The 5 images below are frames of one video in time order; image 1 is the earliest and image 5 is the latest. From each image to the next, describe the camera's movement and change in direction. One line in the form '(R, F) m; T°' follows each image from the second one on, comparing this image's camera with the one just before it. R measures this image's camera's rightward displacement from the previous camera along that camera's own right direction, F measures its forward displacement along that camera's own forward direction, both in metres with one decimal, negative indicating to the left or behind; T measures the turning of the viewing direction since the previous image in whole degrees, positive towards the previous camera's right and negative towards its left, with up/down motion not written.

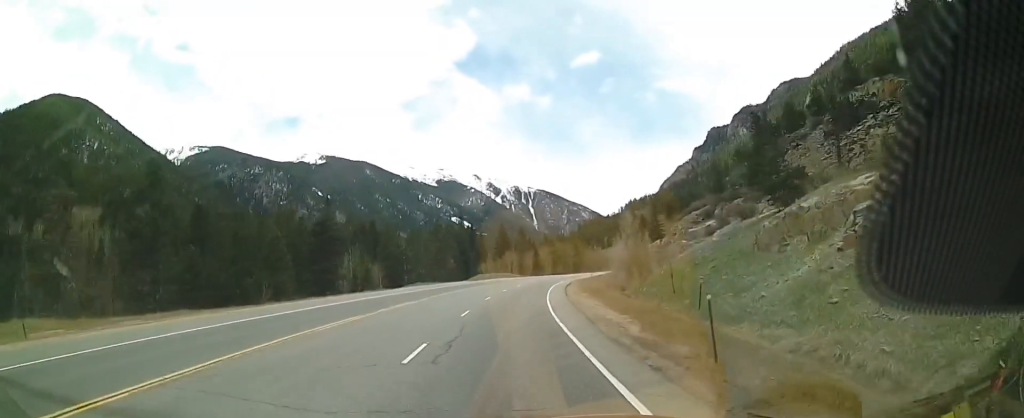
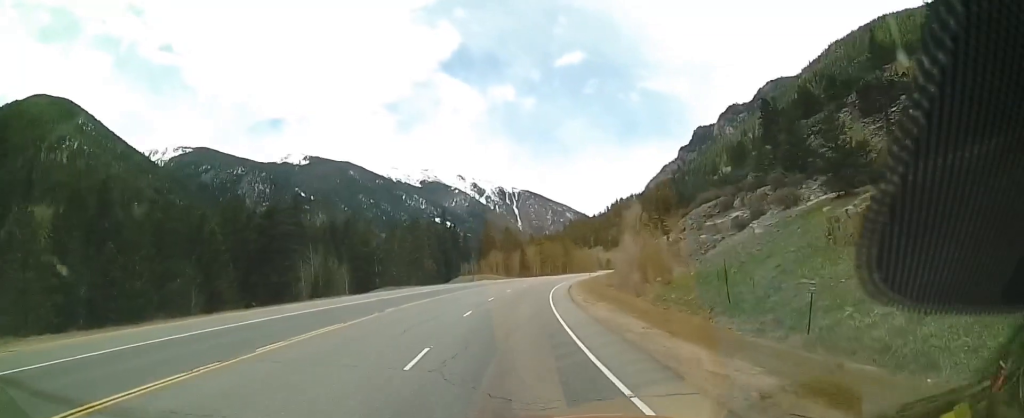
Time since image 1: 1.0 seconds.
(-0.5, +12.2) m; 0°
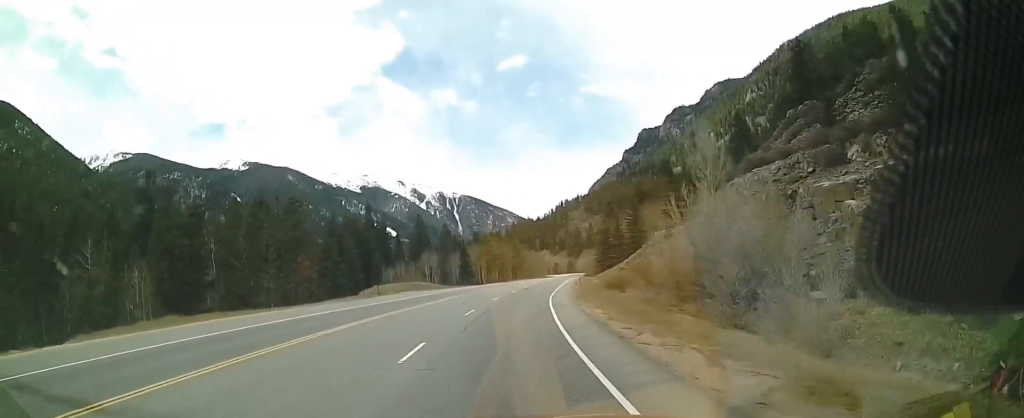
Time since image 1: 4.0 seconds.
(+3.7, +35.5) m; +10°
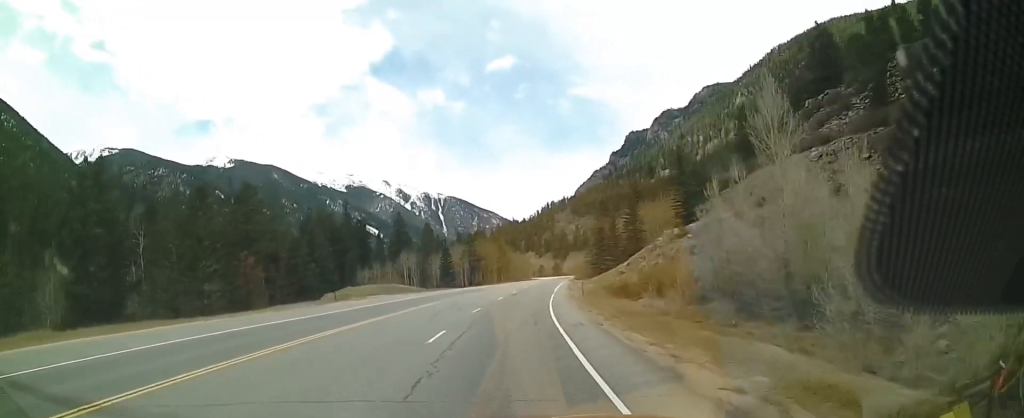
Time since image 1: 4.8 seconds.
(-0.4, +8.9) m; -1°
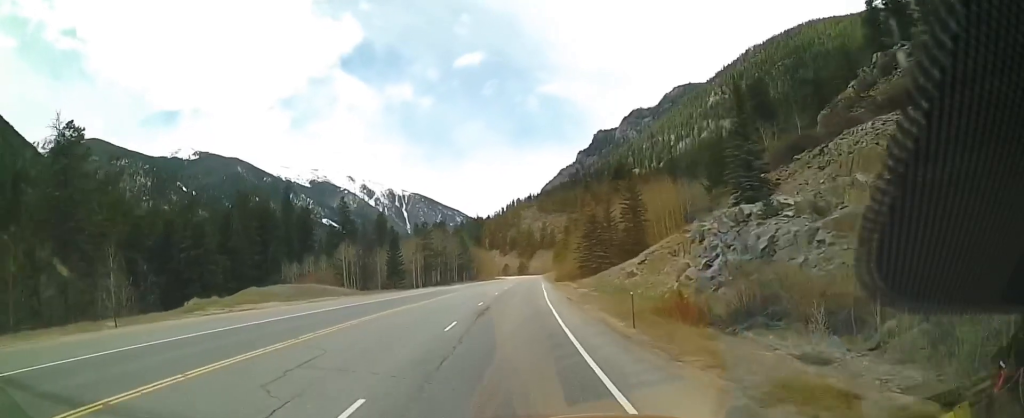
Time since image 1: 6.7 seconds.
(+0.5, +21.0) m; +2°
